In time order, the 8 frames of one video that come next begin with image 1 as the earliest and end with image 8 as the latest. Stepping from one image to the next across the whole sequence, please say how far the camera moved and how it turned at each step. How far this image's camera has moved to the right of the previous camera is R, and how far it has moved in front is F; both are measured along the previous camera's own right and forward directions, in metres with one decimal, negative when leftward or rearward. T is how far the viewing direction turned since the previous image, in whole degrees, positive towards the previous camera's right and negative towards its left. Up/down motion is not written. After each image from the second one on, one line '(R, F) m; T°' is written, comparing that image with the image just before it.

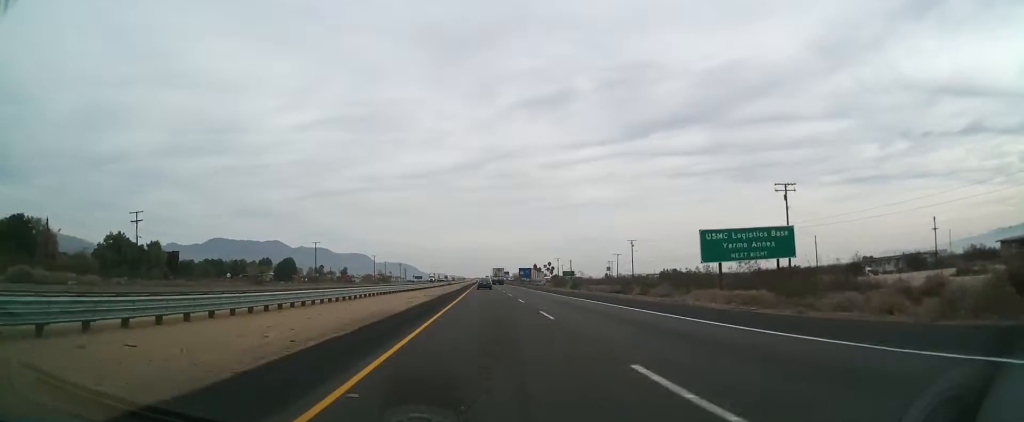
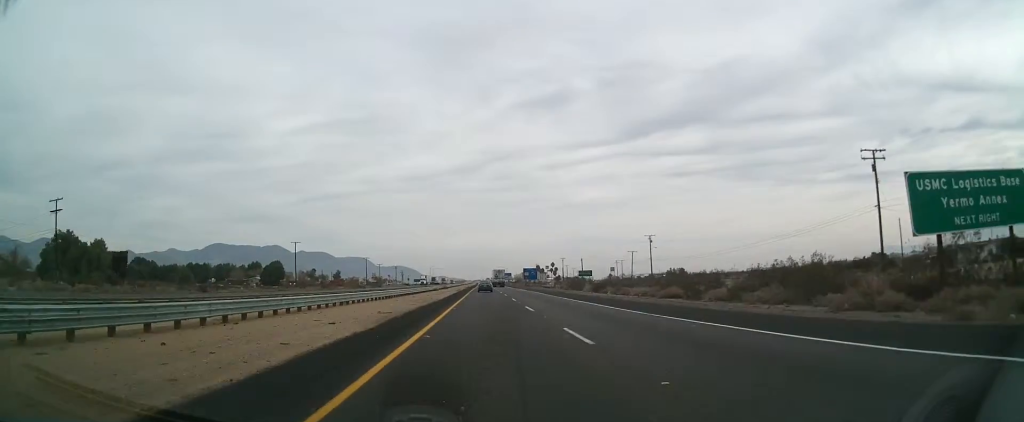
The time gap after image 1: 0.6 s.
(-0.1, +21.5) m; 0°
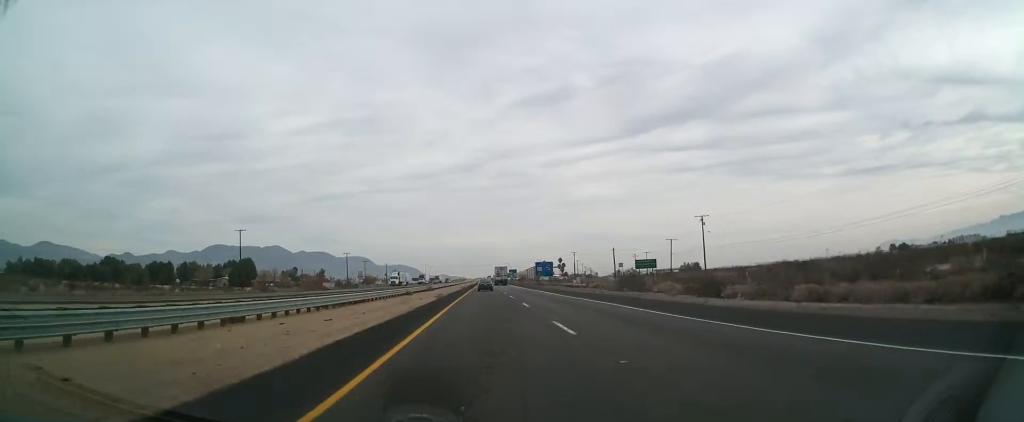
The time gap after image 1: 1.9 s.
(0.0, +41.9) m; 0°
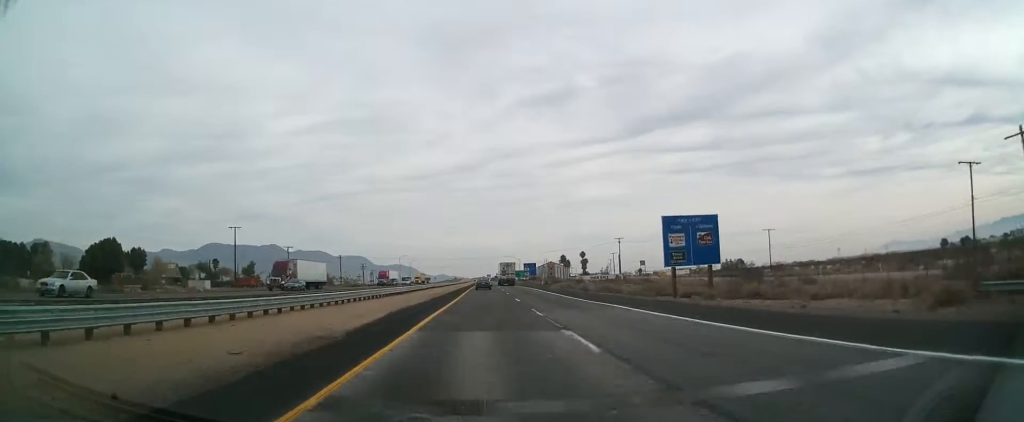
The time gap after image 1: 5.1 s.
(+0.1, +109.6) m; -1°
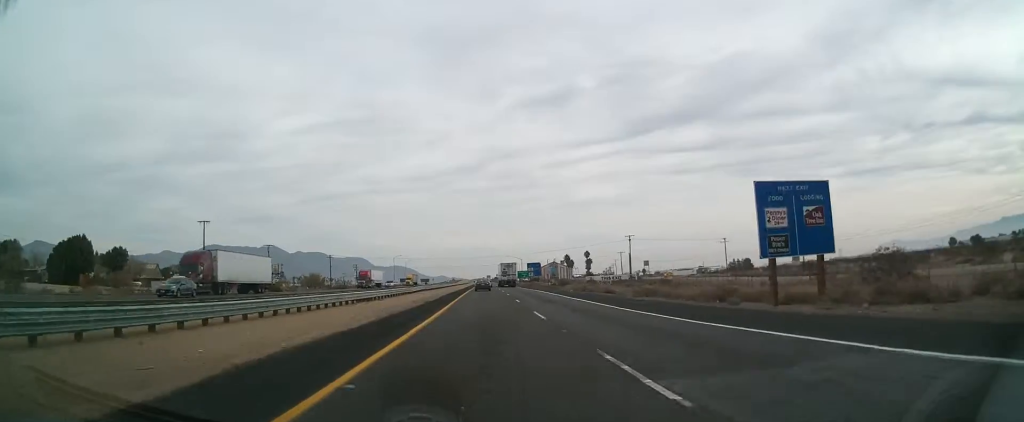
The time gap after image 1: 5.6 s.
(0.0, +15.7) m; 0°
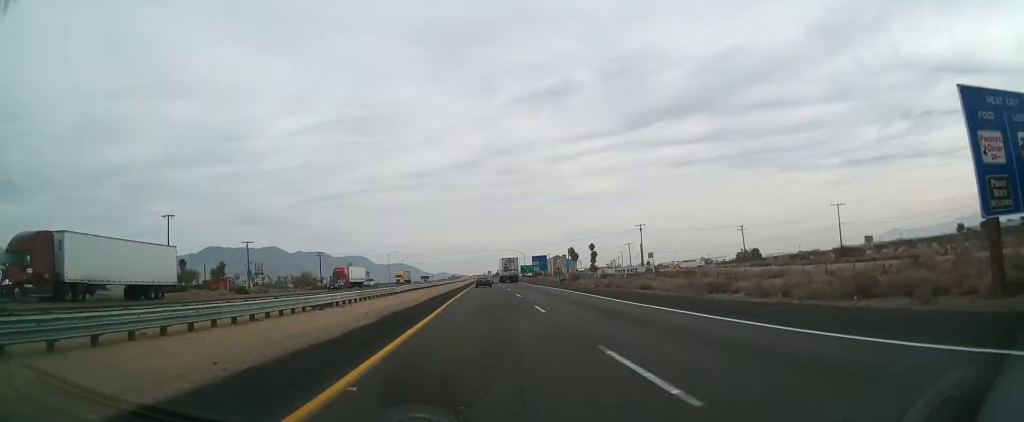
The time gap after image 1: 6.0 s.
(-0.2, +14.5) m; 0°
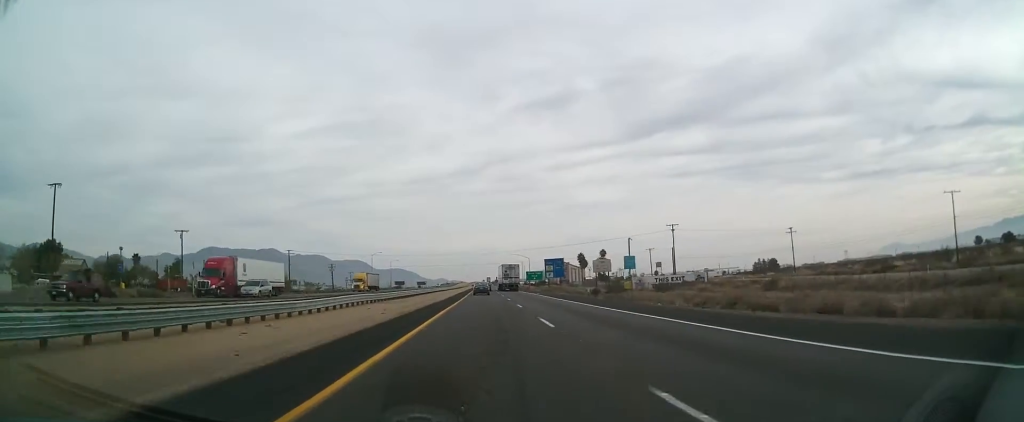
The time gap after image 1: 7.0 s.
(+0.1, +32.4) m; +1°
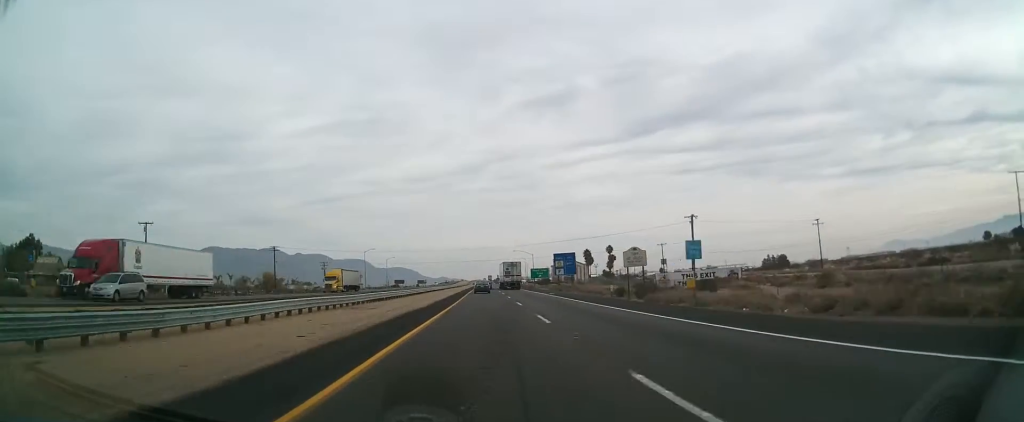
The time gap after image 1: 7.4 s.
(+0.1, +13.4) m; 0°
